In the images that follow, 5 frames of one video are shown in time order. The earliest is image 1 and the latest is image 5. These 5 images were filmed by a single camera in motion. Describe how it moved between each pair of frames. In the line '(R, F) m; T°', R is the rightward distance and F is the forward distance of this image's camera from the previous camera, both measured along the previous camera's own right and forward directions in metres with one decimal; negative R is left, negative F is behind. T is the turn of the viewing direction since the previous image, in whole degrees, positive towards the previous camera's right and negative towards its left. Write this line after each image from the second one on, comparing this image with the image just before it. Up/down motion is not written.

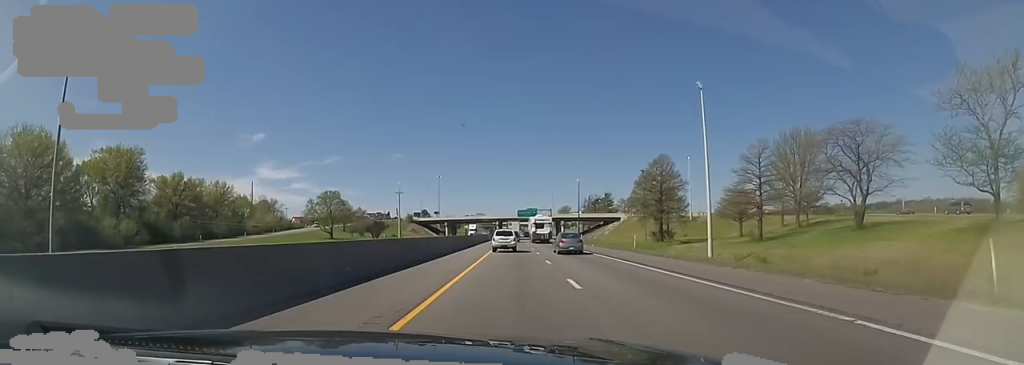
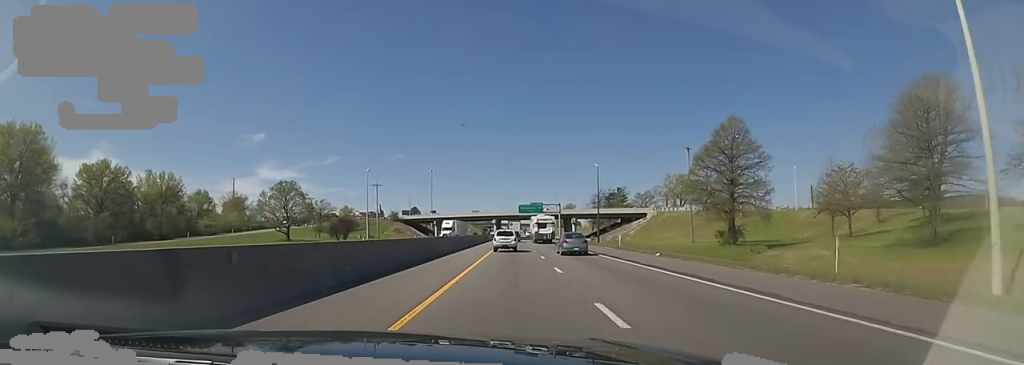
(+0.1, +24.4) m; -1°
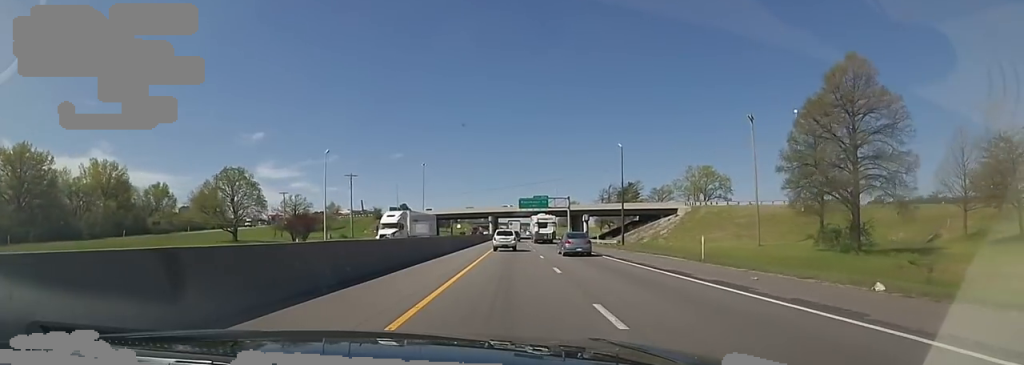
(-0.7, +19.5) m; 0°
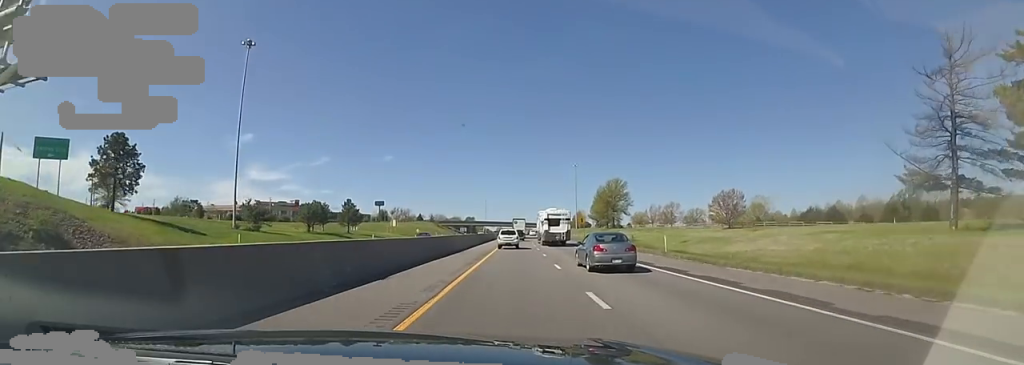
(+1.5, +145.7) m; +1°
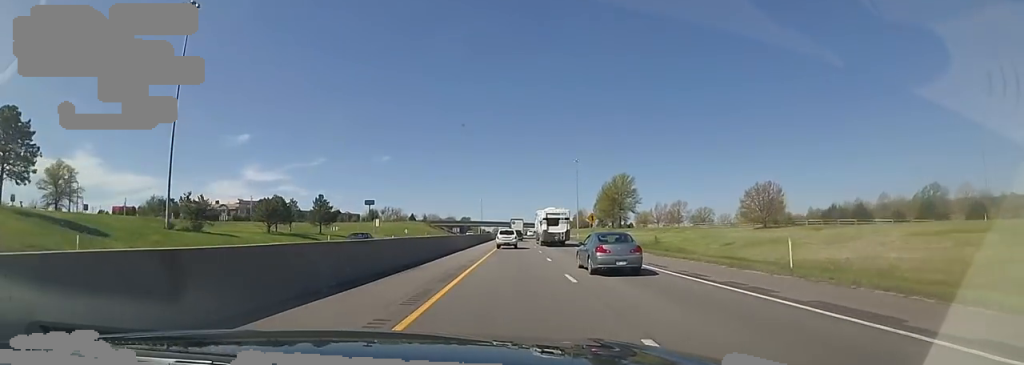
(0.0, +15.0) m; 0°
